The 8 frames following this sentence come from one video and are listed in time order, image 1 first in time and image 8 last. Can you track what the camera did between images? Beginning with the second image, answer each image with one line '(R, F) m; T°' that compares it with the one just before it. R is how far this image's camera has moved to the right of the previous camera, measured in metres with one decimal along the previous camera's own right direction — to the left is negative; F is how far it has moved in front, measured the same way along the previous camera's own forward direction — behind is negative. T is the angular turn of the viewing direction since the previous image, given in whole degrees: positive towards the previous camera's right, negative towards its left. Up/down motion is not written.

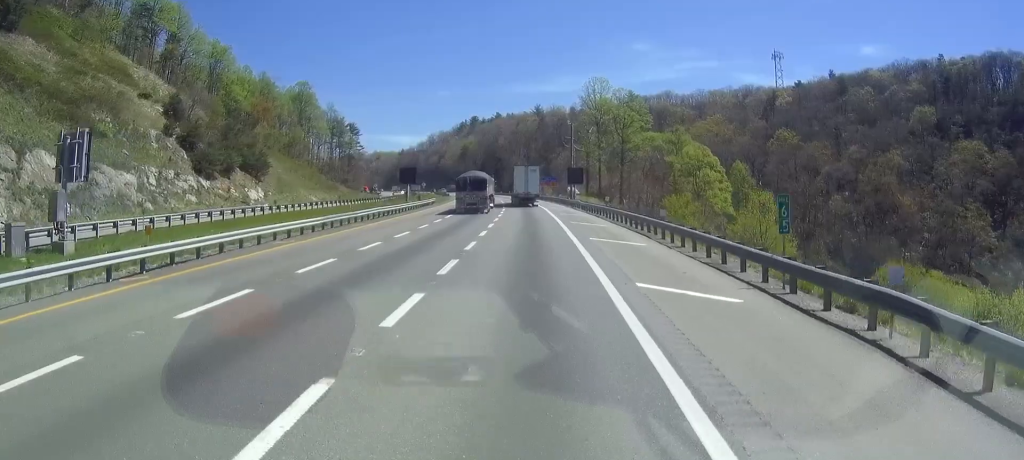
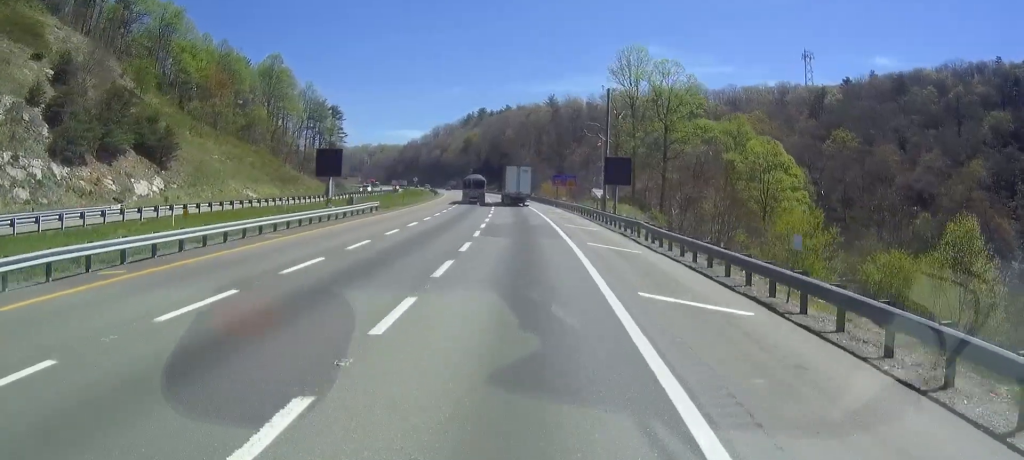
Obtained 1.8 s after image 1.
(-0.2, +37.7) m; -1°
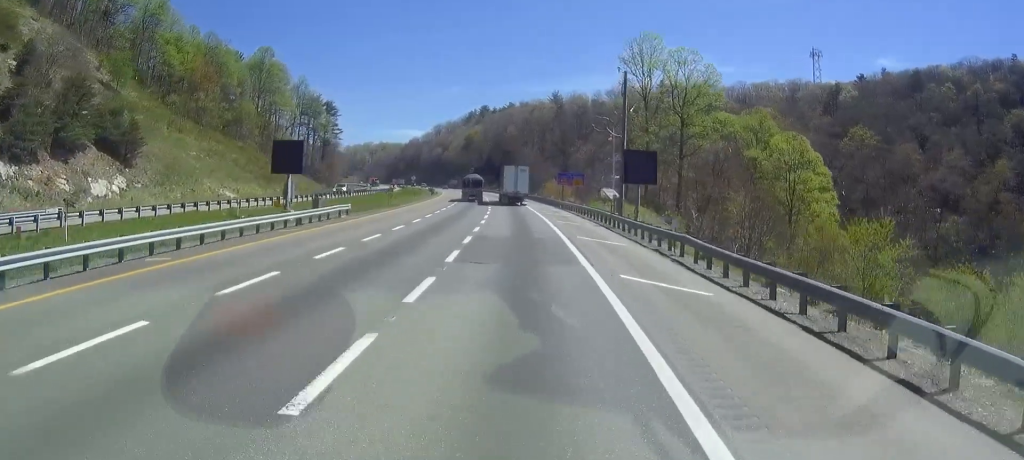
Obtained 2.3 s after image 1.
(-0.1, +9.8) m; -1°
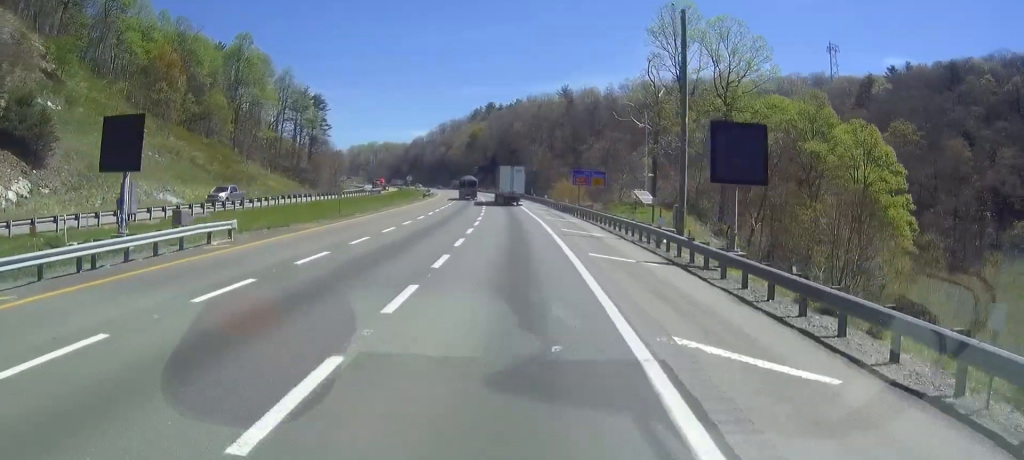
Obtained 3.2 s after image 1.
(-0.2, +19.5) m; -1°
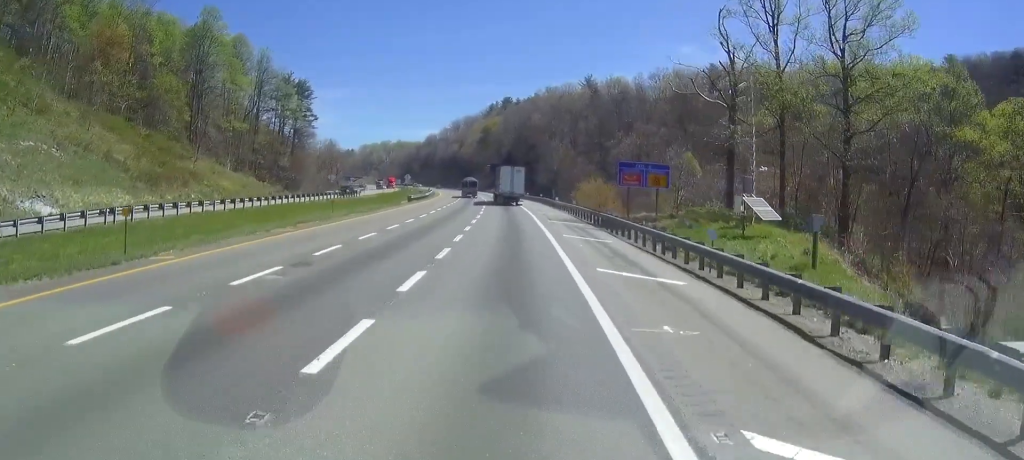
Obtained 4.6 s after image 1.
(-0.3, +28.6) m; -1°
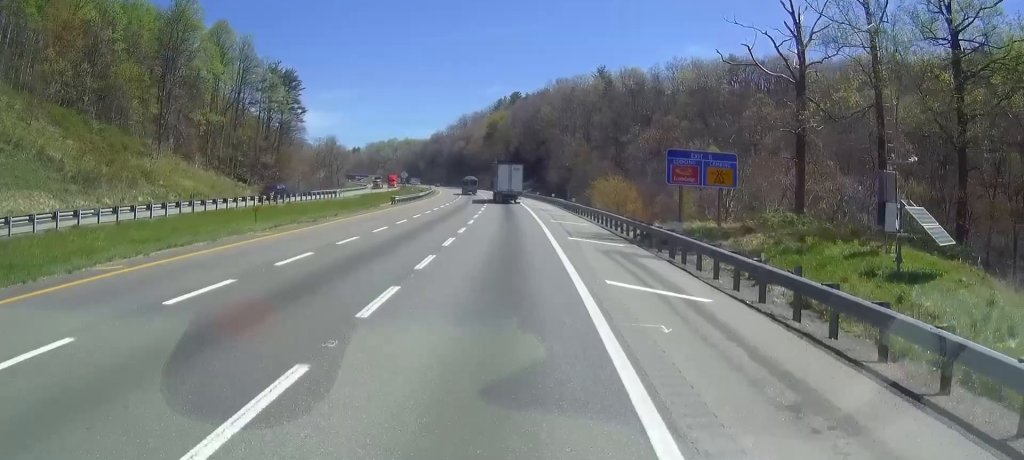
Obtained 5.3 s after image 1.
(-0.1, +15.3) m; -1°
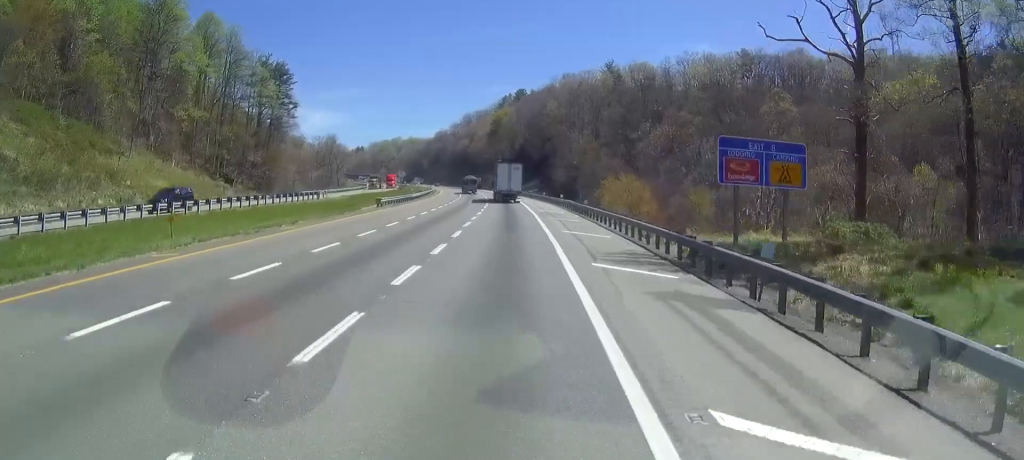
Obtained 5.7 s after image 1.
(0.0, +9.0) m; 0°
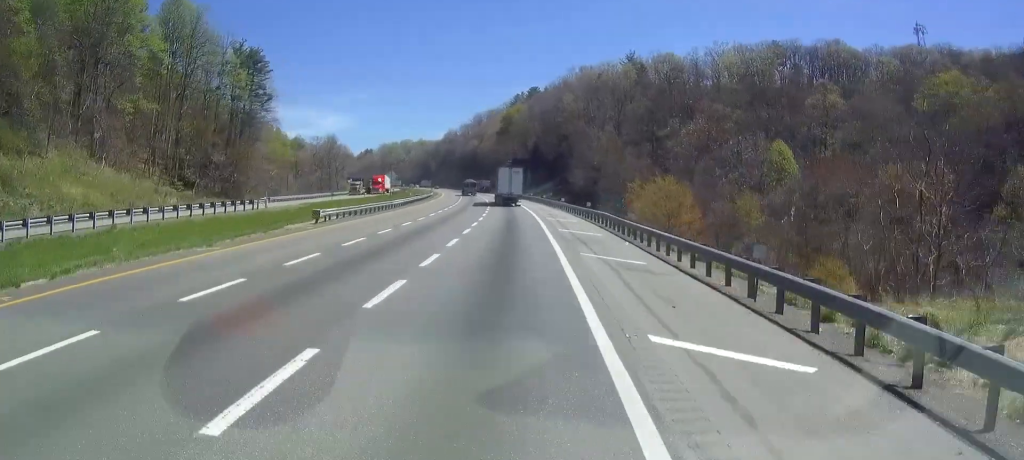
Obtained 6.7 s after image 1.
(-0.1, +20.6) m; -1°
